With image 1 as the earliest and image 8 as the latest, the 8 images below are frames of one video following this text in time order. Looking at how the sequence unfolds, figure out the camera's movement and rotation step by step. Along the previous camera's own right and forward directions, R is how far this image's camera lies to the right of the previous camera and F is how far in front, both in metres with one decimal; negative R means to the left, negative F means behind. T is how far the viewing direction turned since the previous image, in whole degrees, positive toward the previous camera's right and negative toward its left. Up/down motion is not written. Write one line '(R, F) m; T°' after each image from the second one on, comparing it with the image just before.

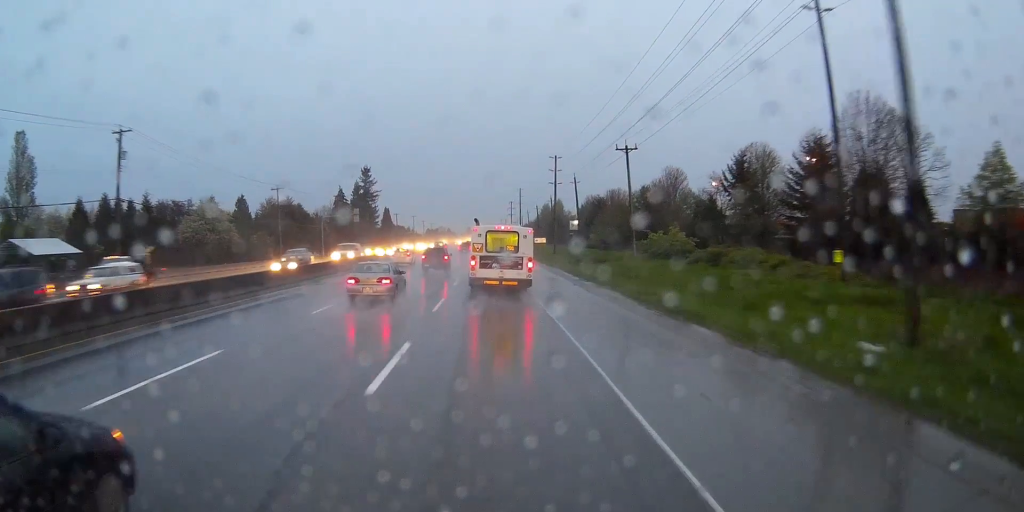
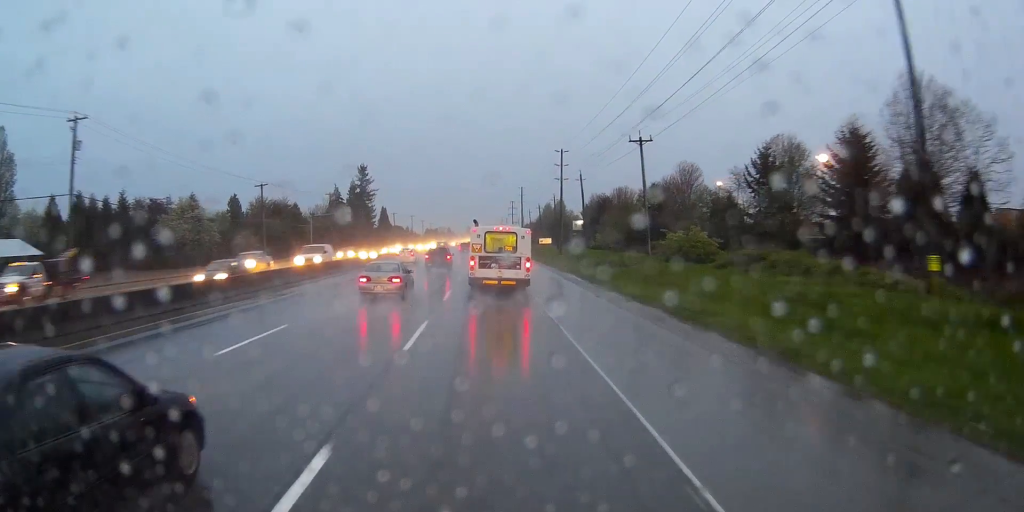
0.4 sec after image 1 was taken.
(0.0, +8.4) m; 0°
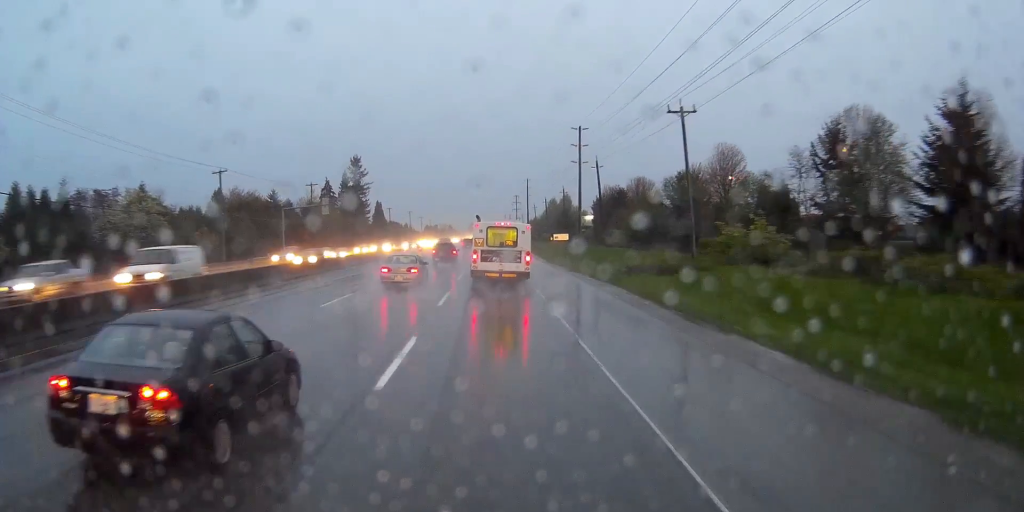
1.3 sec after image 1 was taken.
(0.0, +17.0) m; 0°
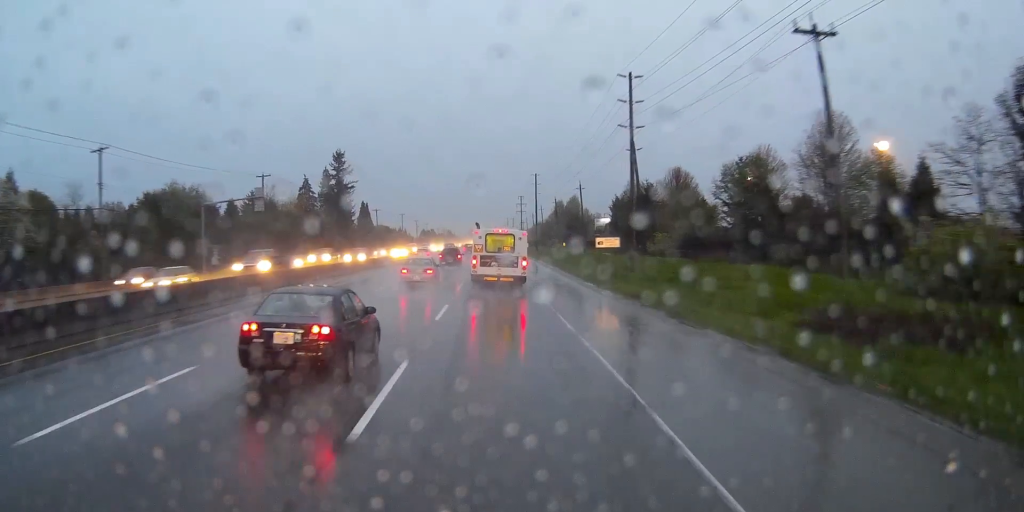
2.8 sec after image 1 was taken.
(+0.1, +29.2) m; 0°
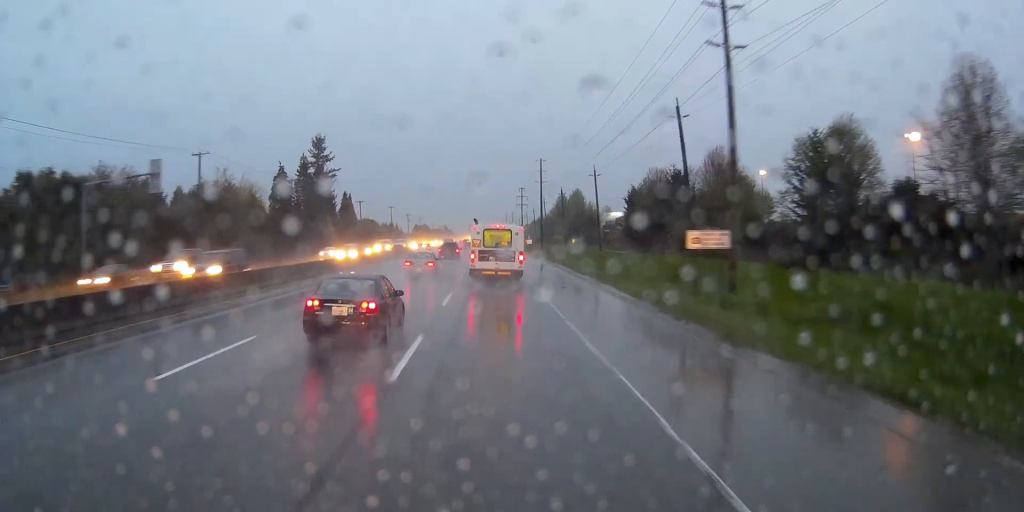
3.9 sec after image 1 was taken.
(-0.1, +22.0) m; 0°
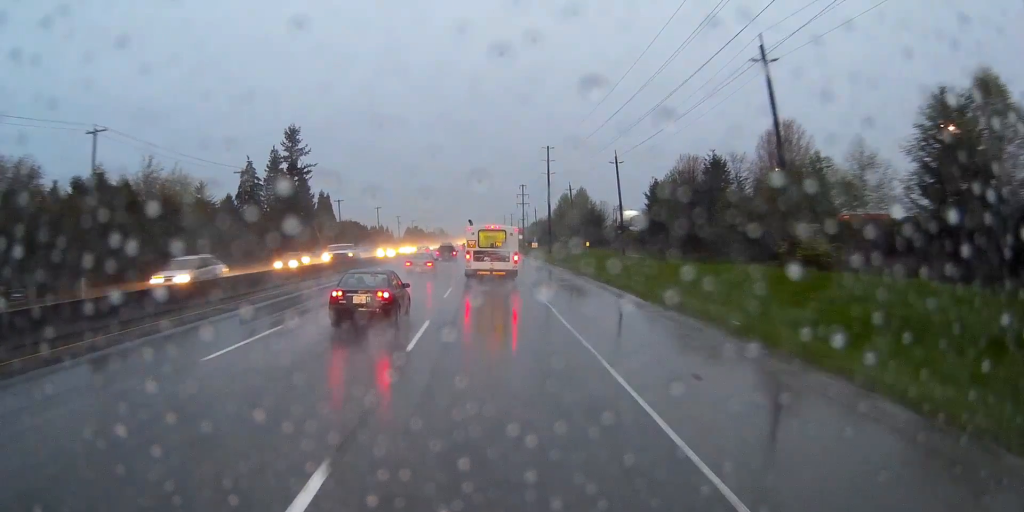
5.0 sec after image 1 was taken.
(0.0, +23.8) m; 0°
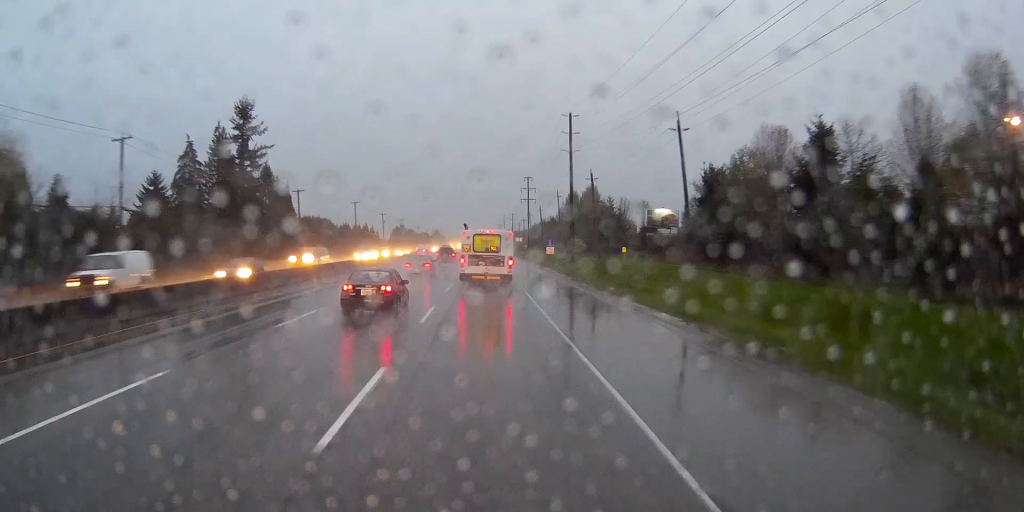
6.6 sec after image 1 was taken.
(+0.2, +34.8) m; +1°
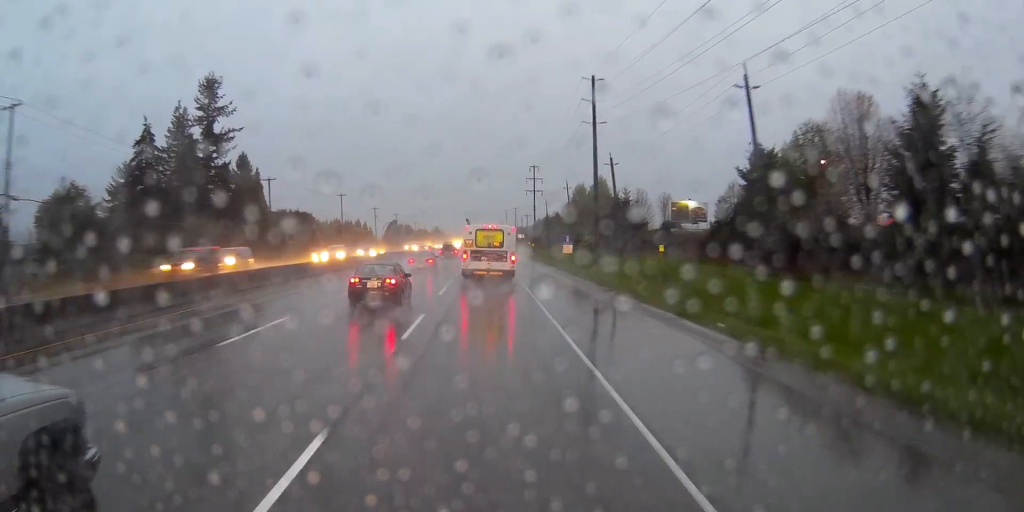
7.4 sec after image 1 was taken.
(+0.1, +18.7) m; 0°
